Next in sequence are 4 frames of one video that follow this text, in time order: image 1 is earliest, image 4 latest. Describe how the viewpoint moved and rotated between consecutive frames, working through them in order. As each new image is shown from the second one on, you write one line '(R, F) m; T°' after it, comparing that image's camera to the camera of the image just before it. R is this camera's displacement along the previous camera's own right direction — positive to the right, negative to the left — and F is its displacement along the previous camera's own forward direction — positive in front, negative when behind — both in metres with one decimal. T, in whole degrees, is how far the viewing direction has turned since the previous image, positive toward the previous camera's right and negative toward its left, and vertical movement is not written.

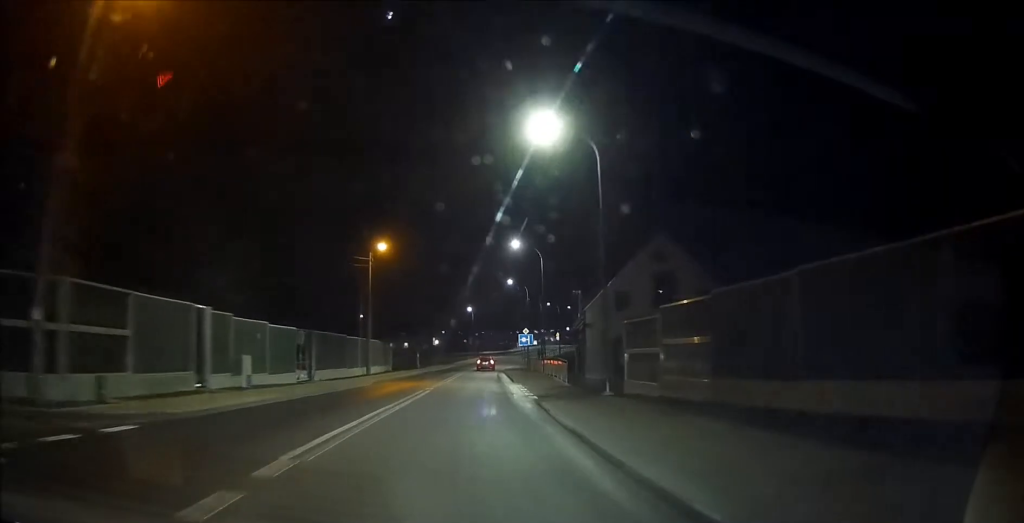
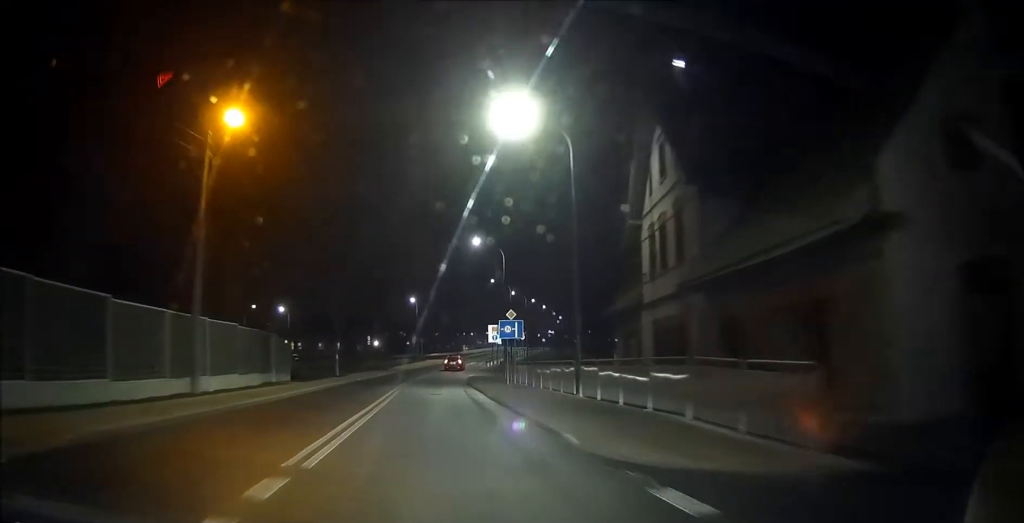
(+1.2, +27.7) m; +4°
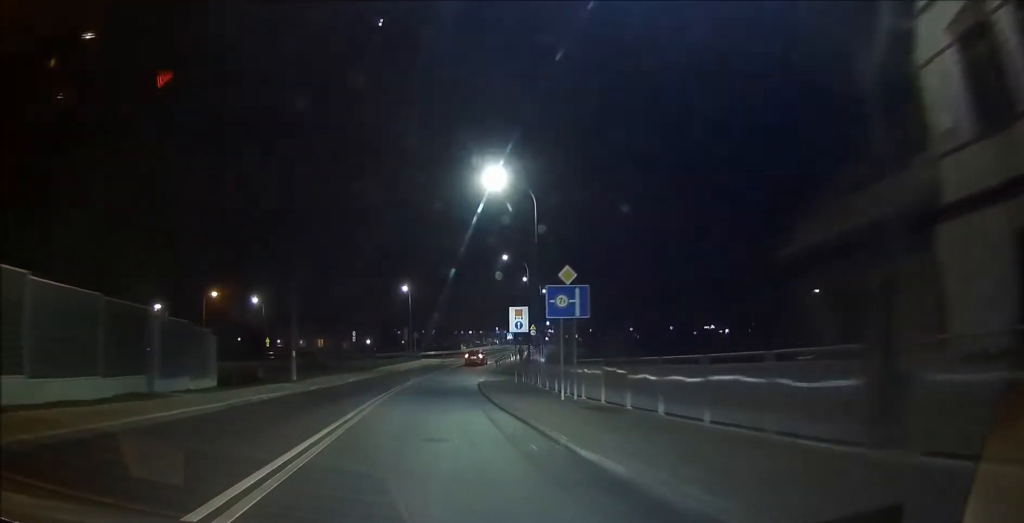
(+0.1, +15.6) m; +1°
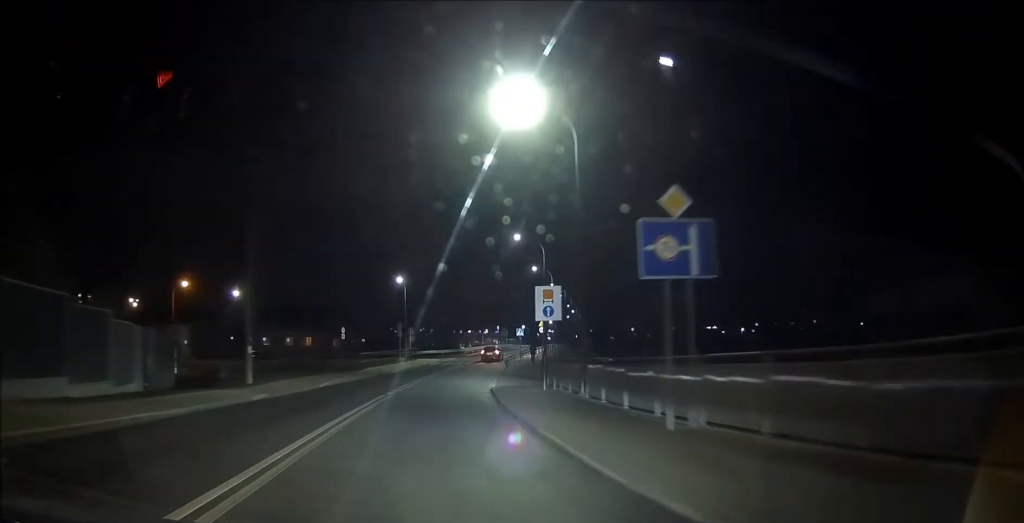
(0.0, +9.0) m; 0°
